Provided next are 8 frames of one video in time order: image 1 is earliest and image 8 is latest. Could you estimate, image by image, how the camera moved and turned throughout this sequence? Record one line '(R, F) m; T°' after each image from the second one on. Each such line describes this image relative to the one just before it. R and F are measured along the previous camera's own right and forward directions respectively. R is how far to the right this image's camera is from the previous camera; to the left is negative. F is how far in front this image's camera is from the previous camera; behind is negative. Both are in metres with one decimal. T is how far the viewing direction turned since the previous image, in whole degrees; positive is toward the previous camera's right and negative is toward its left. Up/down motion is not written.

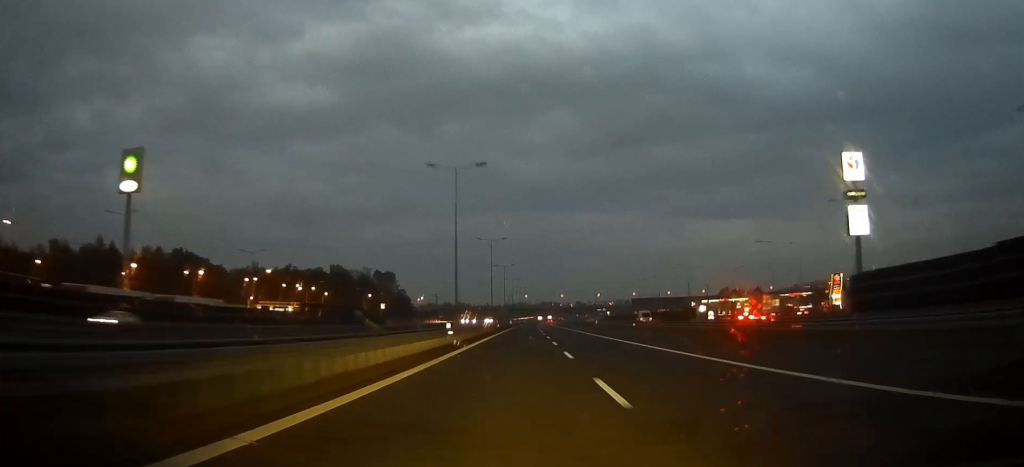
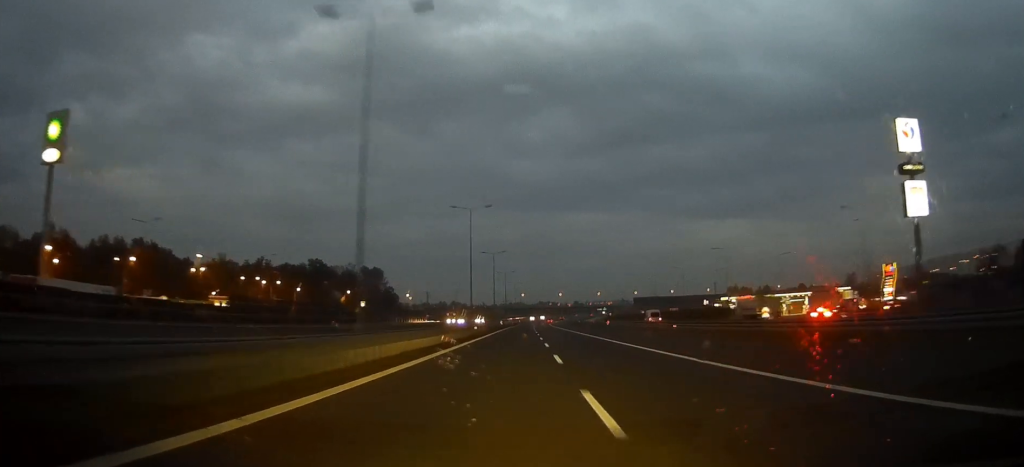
(-3.5, +26.2) m; -3°
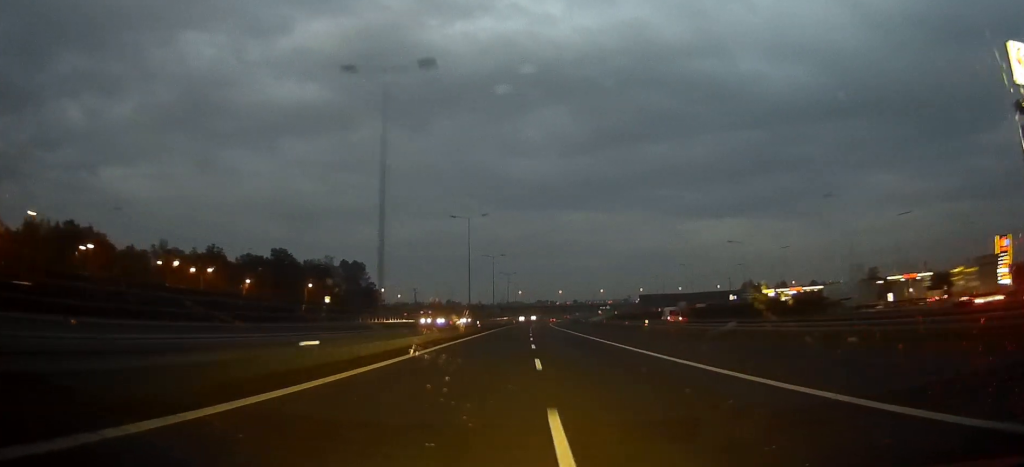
(+1.7, +38.7) m; +3°
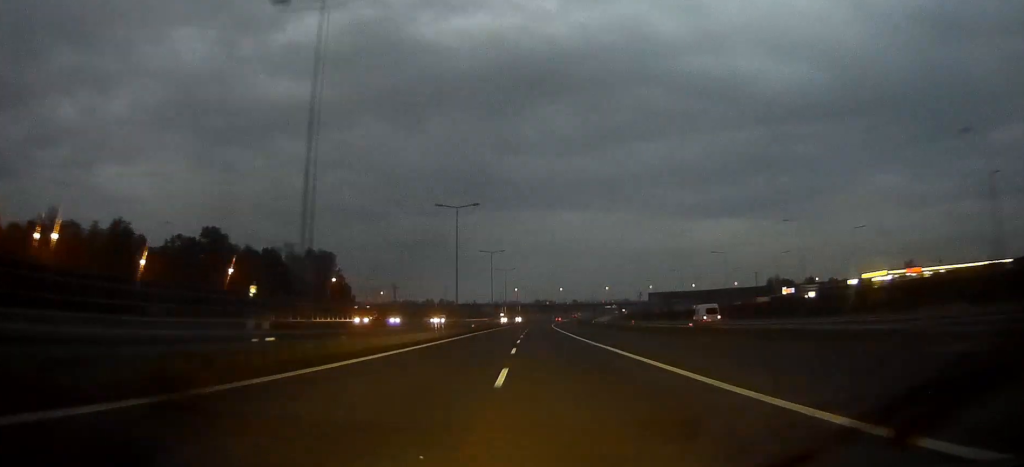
(+0.9, +52.5) m; +1°
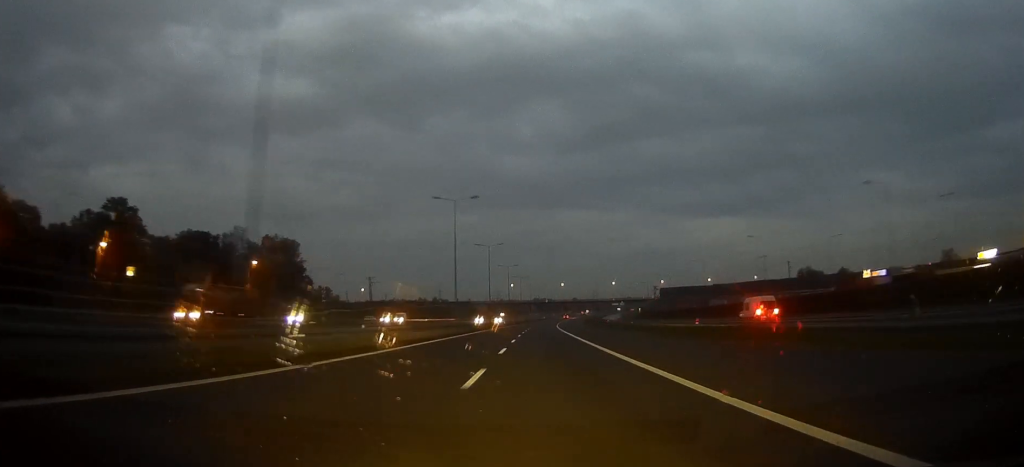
(0.0, +48.3) m; 0°
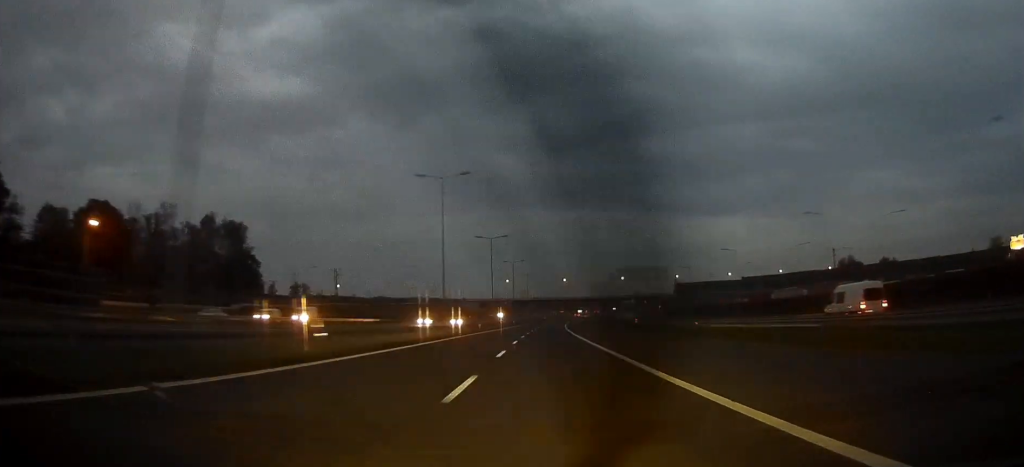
(+0.1, +49.7) m; 0°
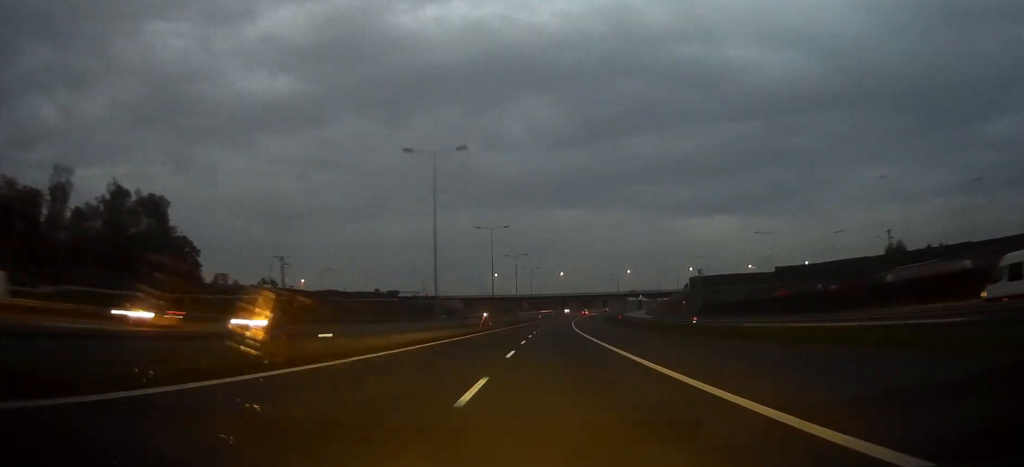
(+0.1, +47.0) m; +1°
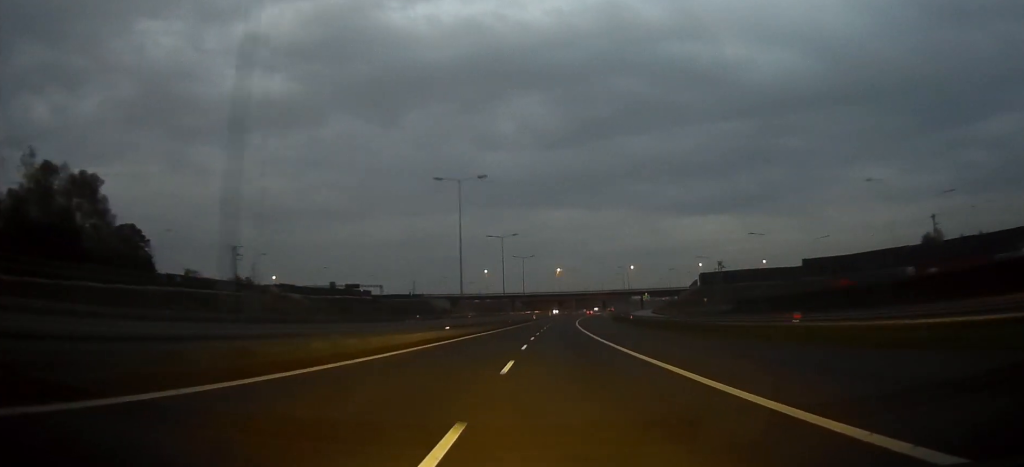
(+0.1, +30.3) m; +1°
